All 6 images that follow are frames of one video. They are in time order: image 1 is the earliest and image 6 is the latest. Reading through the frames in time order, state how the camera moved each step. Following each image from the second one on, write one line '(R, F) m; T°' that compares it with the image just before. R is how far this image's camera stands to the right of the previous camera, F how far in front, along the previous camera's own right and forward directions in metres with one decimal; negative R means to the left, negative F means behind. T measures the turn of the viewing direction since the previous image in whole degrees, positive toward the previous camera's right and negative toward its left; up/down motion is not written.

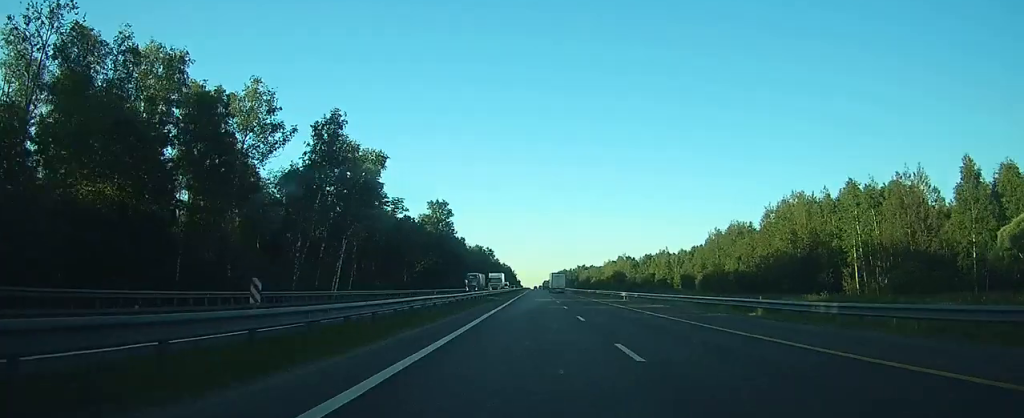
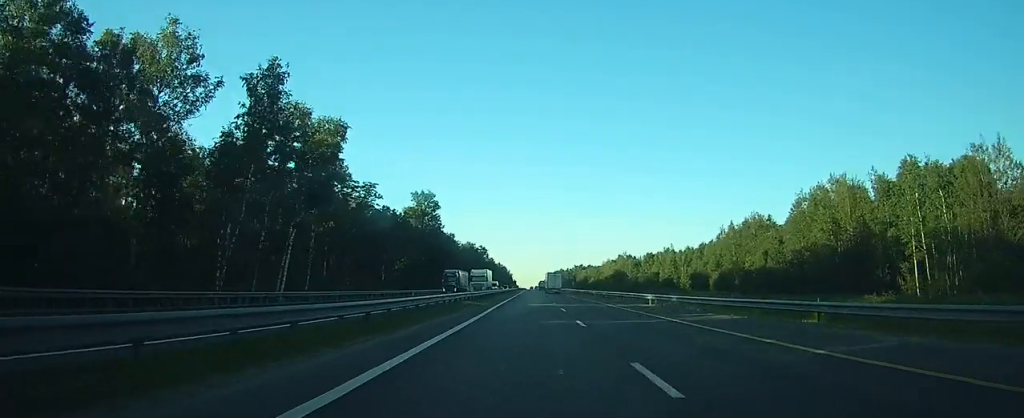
(0.0, +15.3) m; 0°
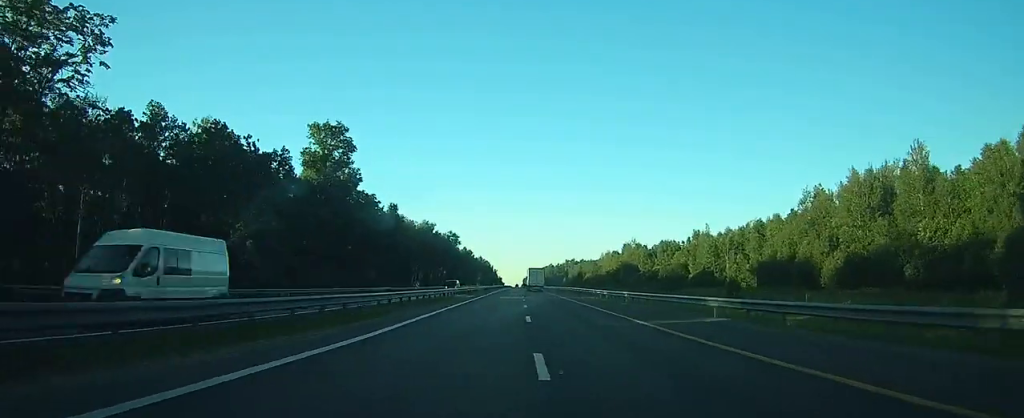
(+0.5, +59.0) m; +1°
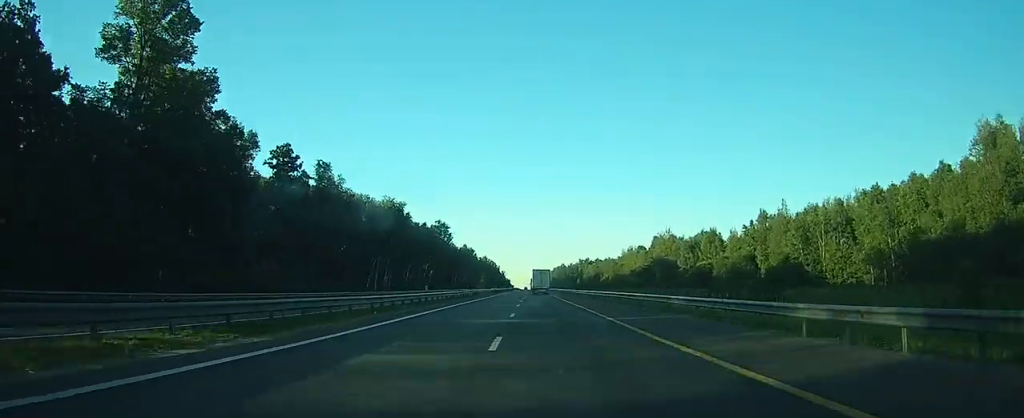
(0.0, +45.1) m; 0°
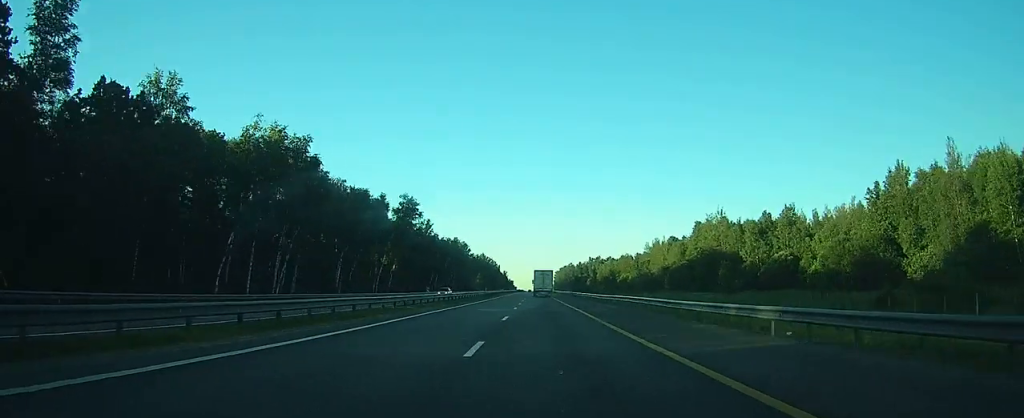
(0.0, +49.9) m; 0°
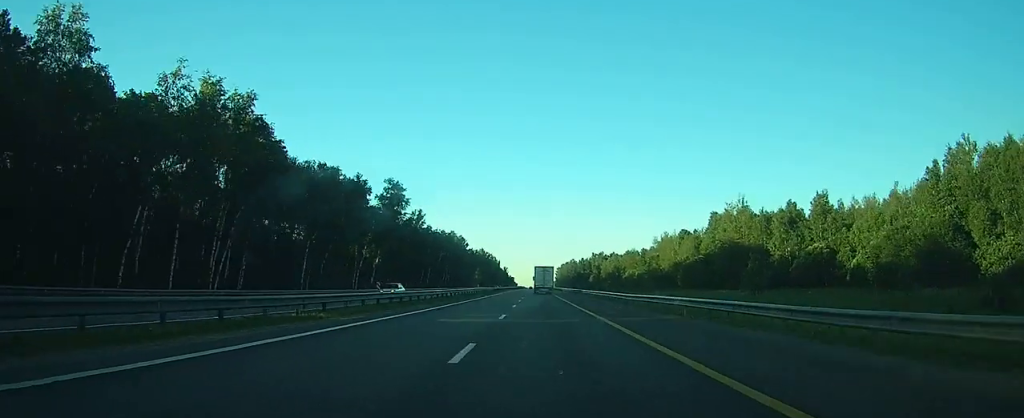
(0.0, +13.7) m; 0°
